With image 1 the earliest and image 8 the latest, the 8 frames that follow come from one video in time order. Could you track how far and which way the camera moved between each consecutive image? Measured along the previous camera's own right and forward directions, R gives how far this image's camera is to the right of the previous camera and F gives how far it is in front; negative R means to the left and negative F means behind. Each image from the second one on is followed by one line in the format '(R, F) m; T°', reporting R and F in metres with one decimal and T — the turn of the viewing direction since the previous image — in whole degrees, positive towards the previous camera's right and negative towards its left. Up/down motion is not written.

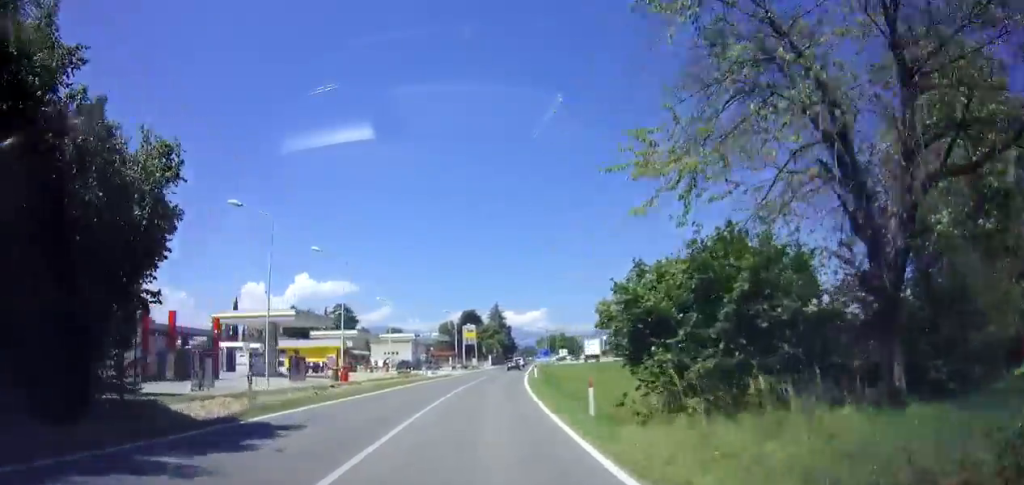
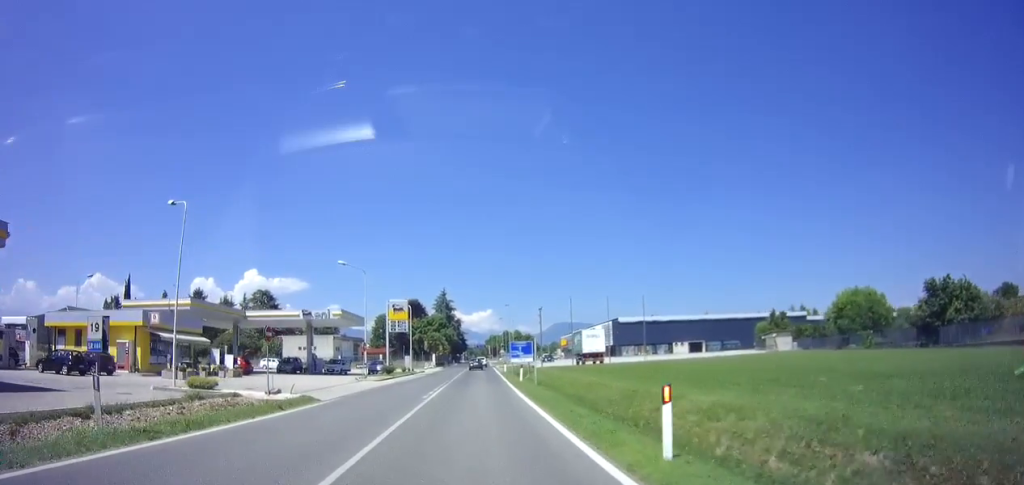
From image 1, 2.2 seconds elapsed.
(+2.0, +33.9) m; +5°
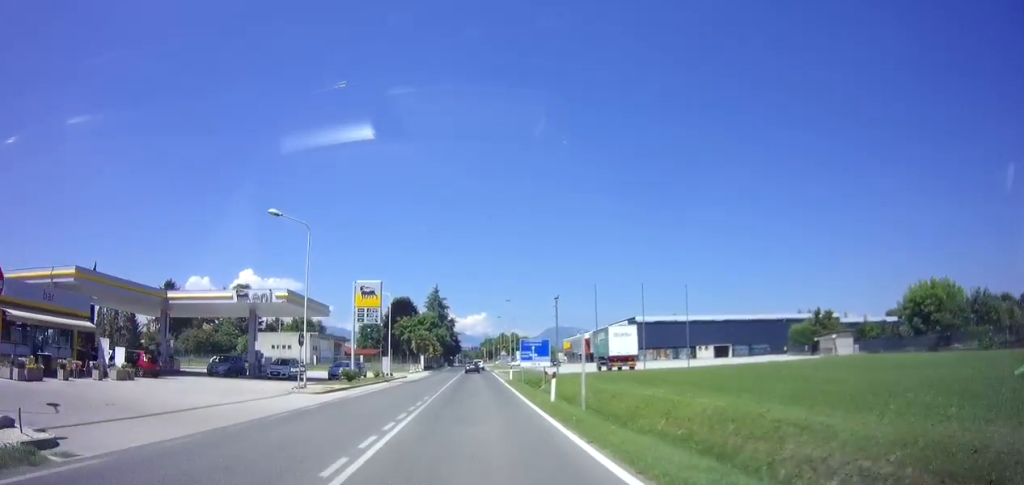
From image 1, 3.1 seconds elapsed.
(+0.1, +13.7) m; +1°
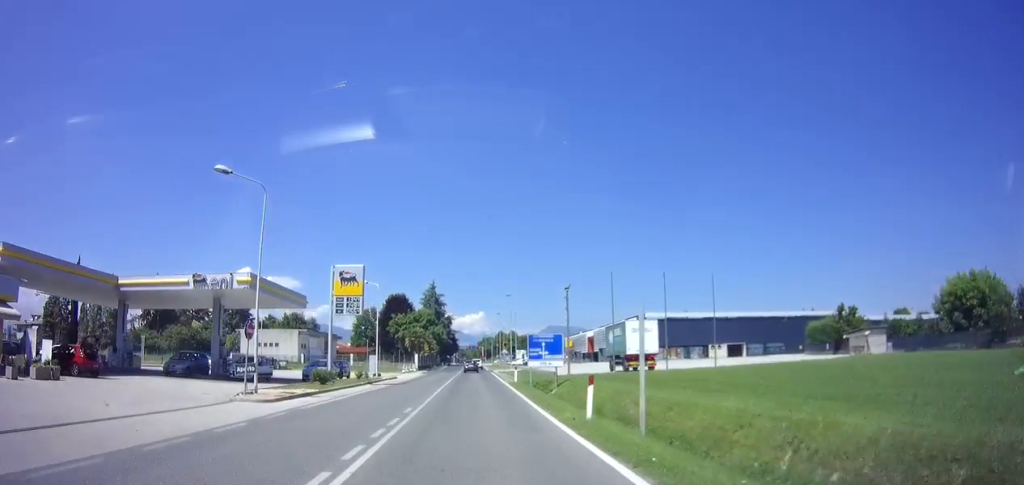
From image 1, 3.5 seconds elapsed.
(-0.1, +5.7) m; 0°
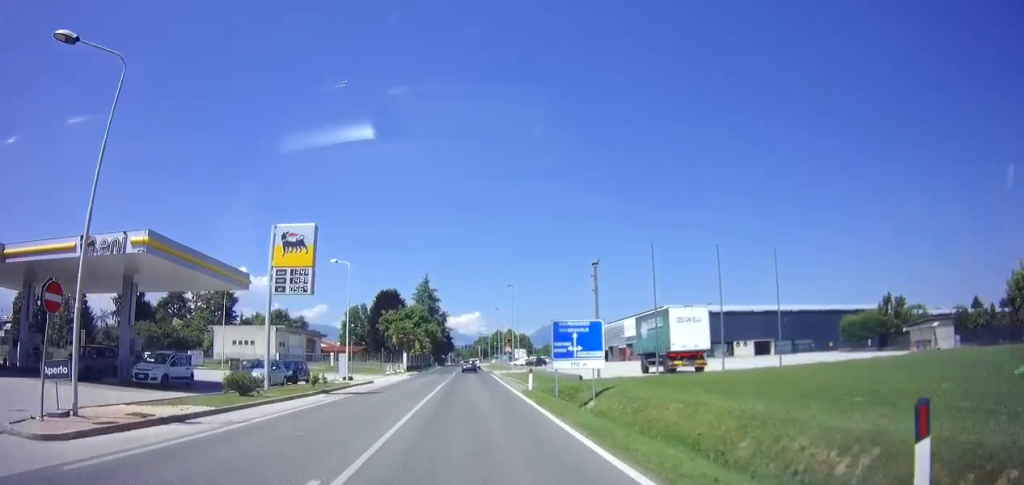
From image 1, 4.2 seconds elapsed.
(+0.1, +9.6) m; +1°
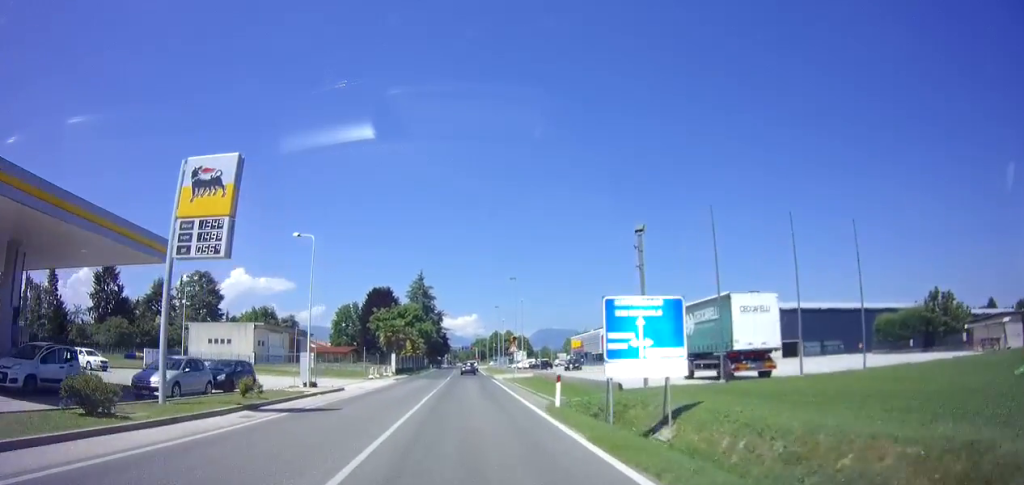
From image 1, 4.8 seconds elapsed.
(+0.1, +8.0) m; 0°
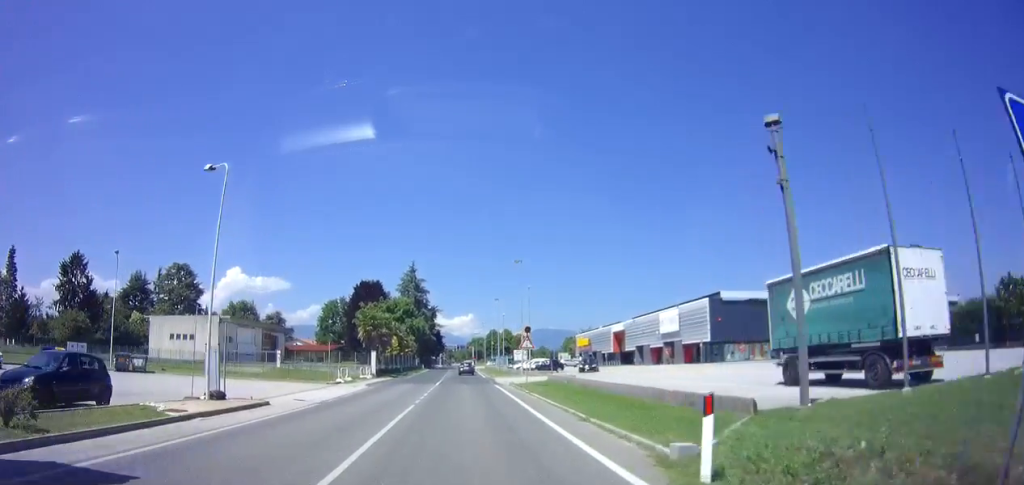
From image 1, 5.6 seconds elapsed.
(-0.1, +10.4) m; 0°
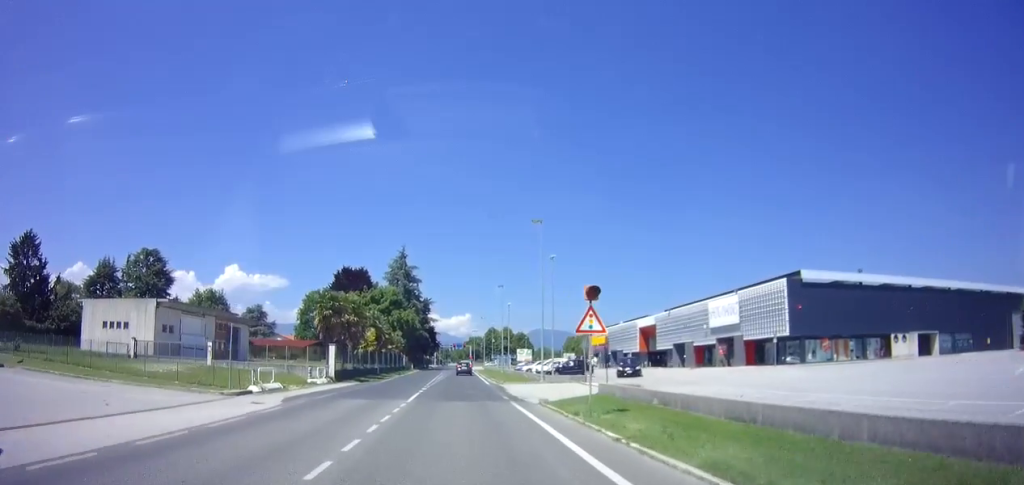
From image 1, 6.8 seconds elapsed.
(+0.2, +15.0) m; +1°
